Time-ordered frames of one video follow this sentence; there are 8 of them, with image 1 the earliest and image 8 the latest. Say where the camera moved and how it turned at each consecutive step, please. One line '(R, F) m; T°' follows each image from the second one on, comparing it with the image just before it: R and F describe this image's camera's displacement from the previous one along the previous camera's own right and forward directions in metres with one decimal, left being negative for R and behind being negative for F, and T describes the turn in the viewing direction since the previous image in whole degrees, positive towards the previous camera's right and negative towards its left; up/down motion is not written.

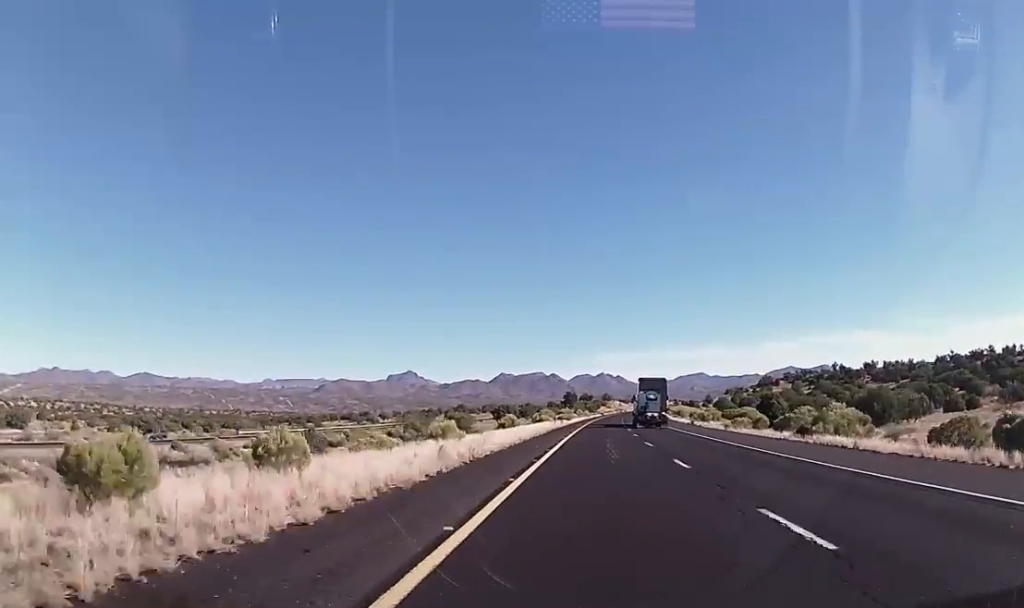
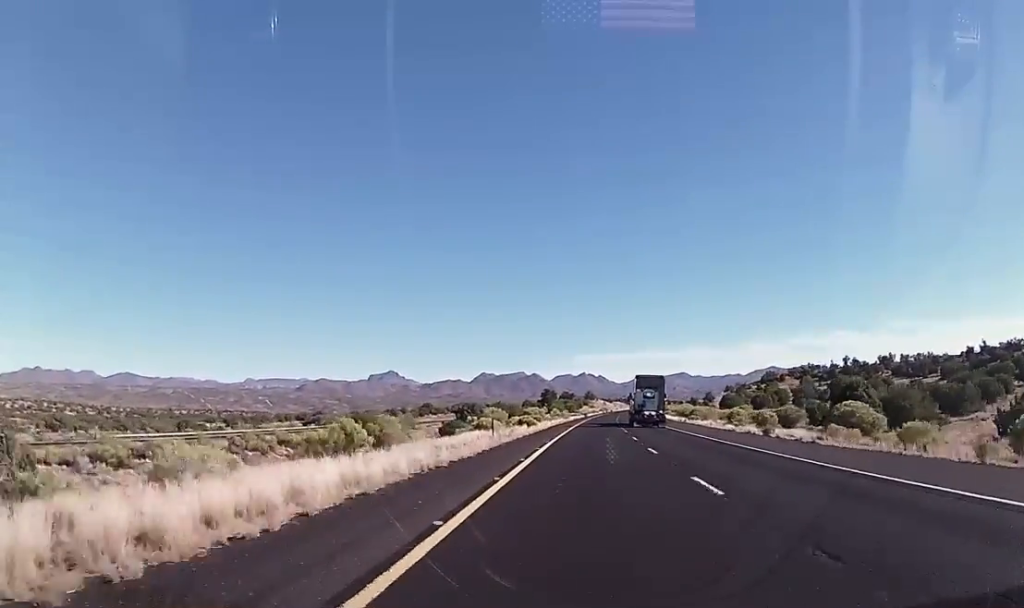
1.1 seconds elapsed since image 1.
(+0.8, +42.5) m; +1°
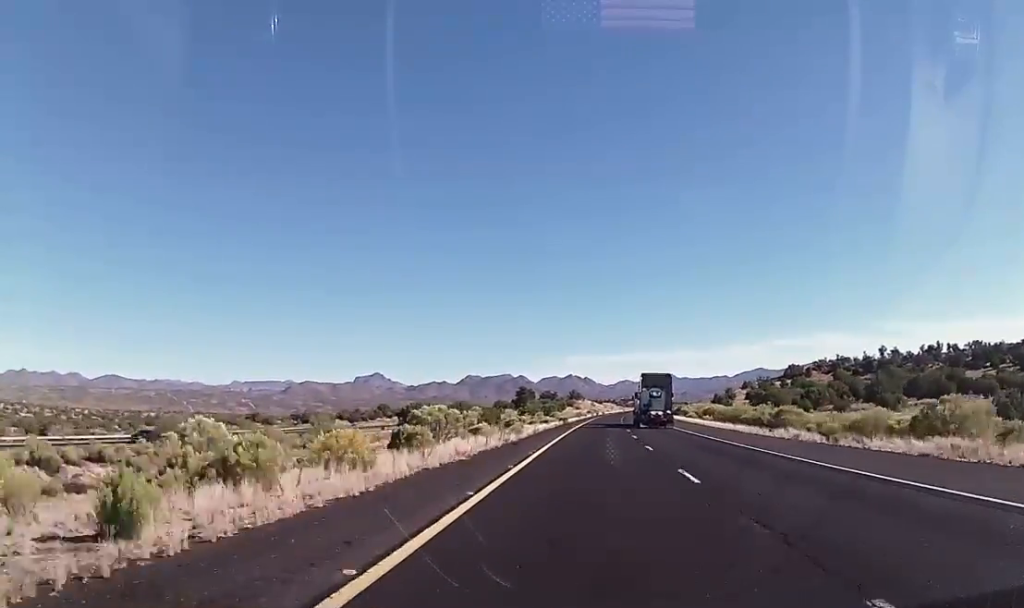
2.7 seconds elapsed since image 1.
(+0.5, +57.6) m; +1°
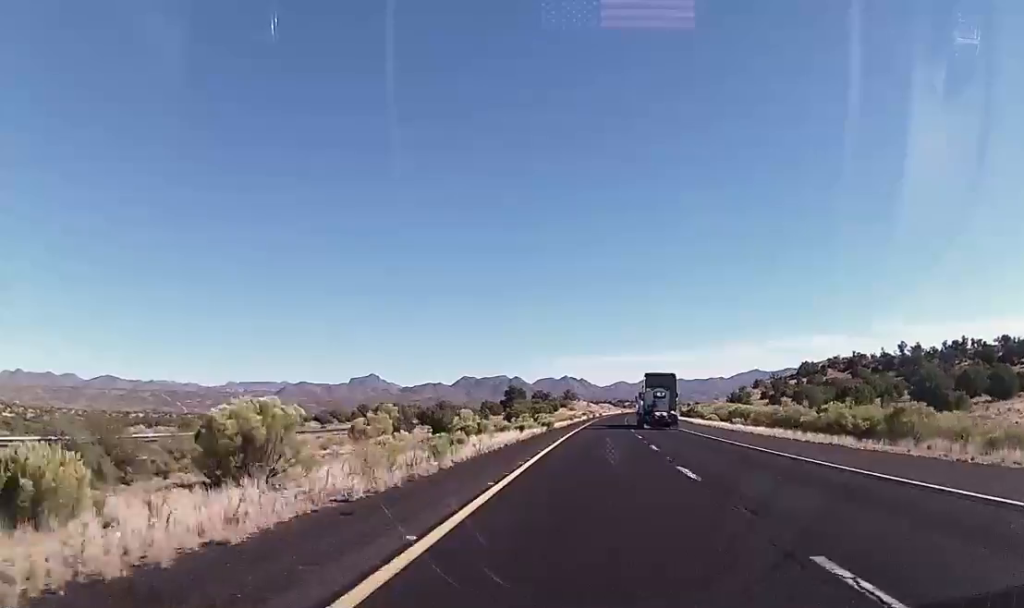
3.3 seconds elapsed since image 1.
(+0.1, +22.6) m; +1°
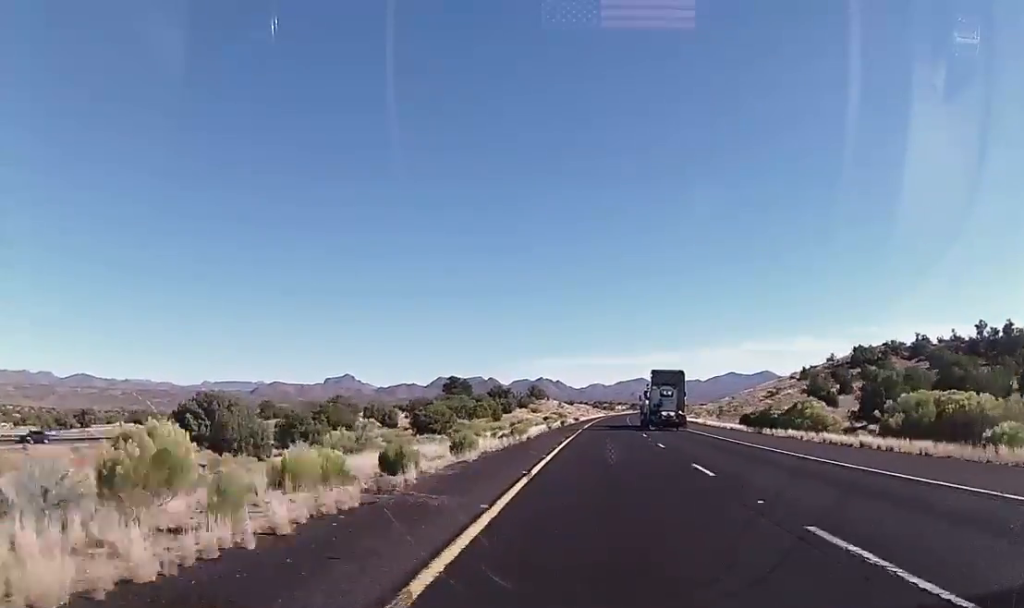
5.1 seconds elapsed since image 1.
(+0.5, +70.0) m; +1°
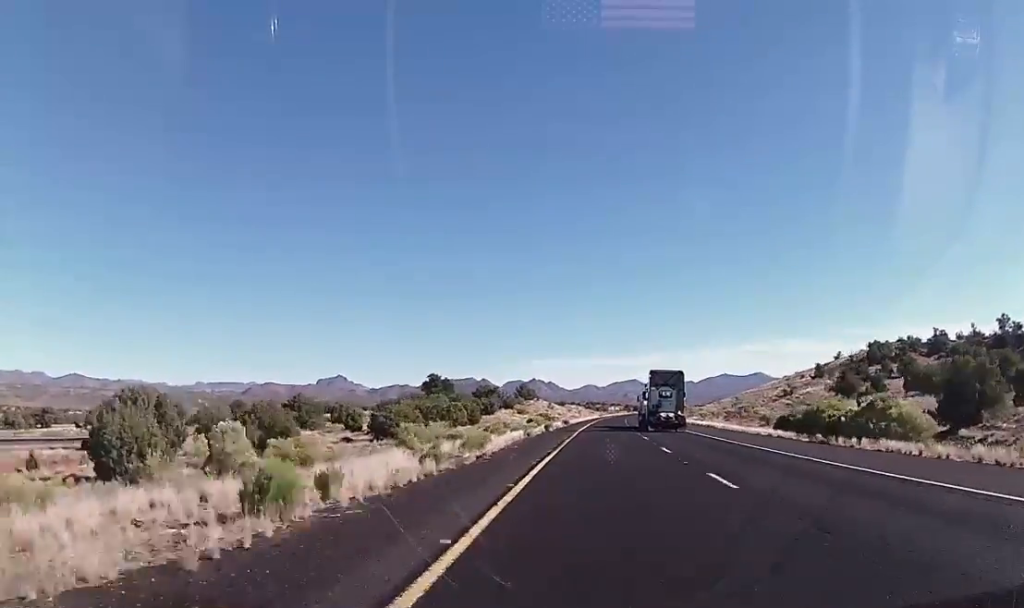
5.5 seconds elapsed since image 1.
(+0.1, +15.0) m; 0°
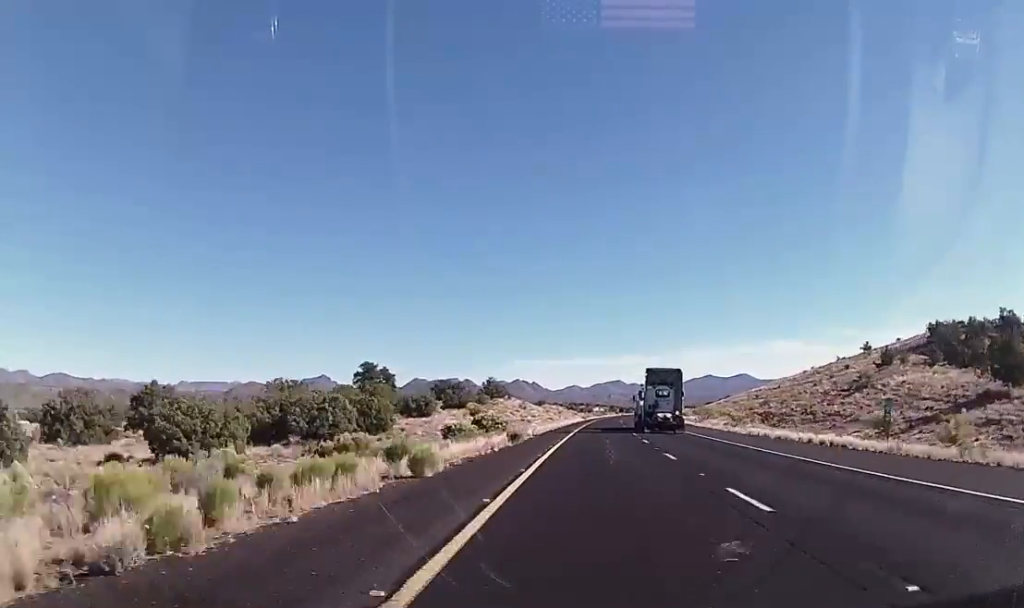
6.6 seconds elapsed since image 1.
(+0.5, +38.8) m; +1°
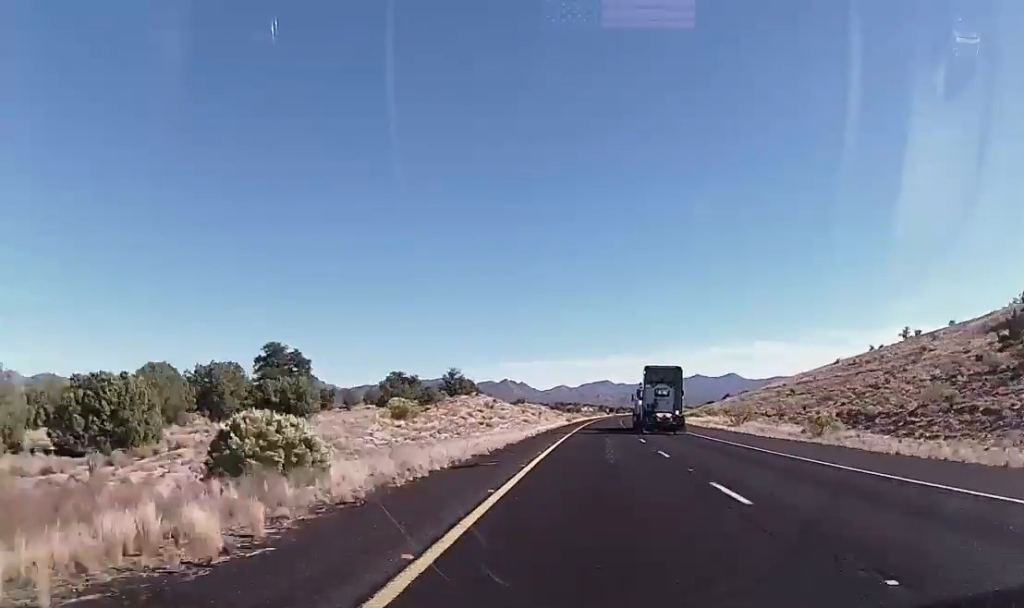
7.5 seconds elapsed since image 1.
(0.0, +35.1) m; 0°
